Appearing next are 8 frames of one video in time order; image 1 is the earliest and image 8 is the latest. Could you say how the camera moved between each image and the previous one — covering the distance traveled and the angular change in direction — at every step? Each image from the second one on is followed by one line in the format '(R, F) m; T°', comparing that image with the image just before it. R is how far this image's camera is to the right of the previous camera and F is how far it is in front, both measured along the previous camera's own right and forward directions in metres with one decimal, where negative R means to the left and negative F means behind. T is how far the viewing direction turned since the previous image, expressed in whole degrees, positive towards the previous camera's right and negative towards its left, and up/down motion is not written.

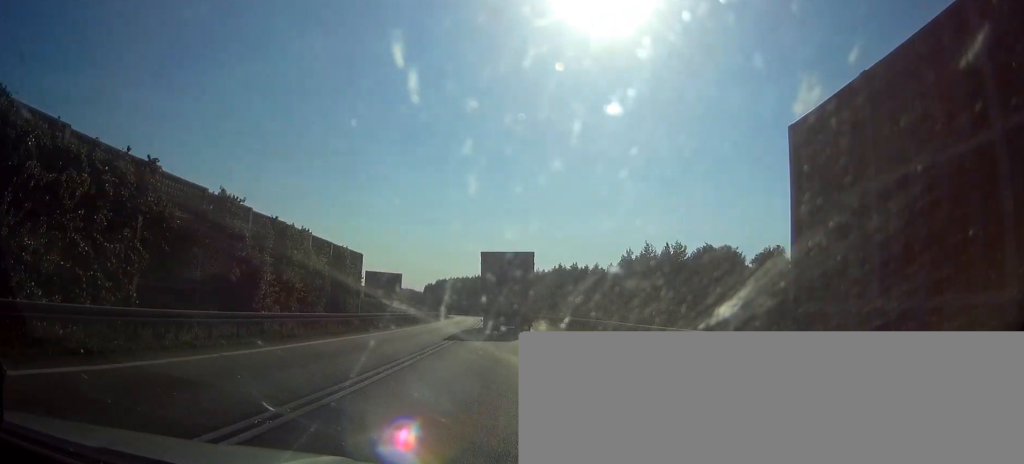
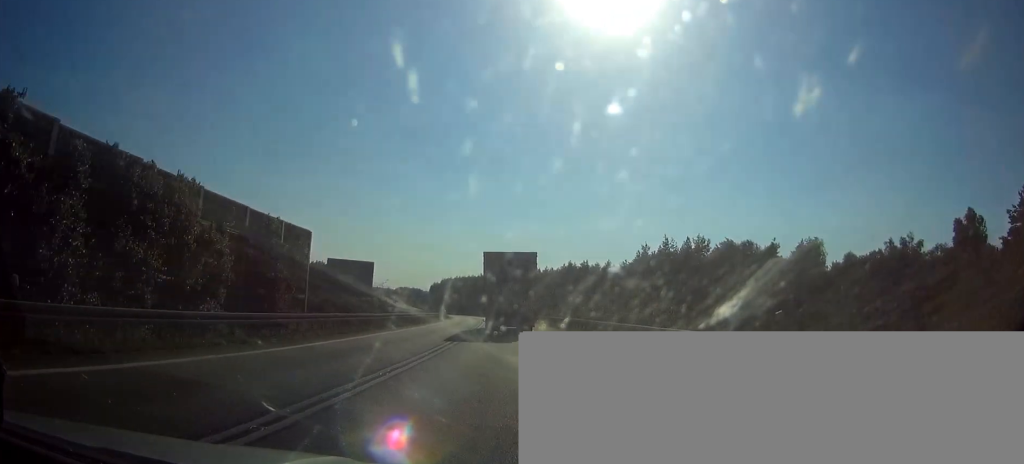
(-0.1, +12.7) m; 0°
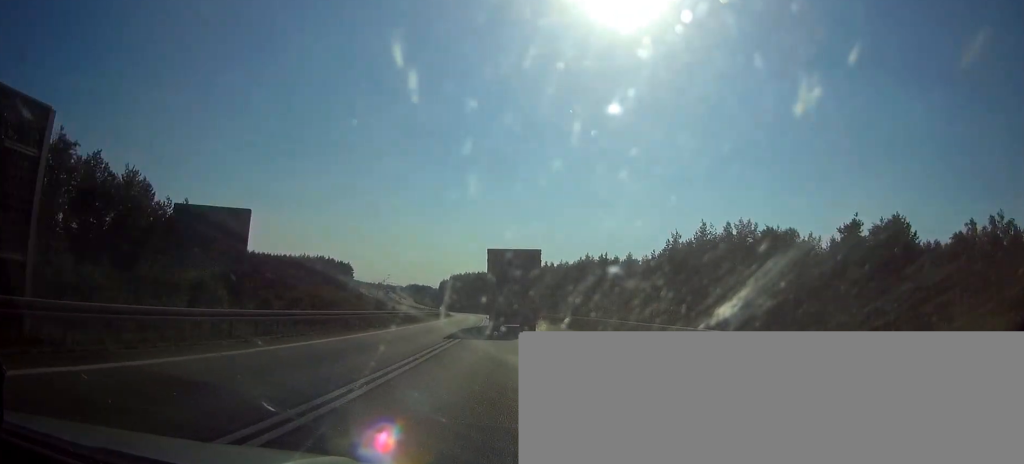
(-0.1, +20.7) m; -1°
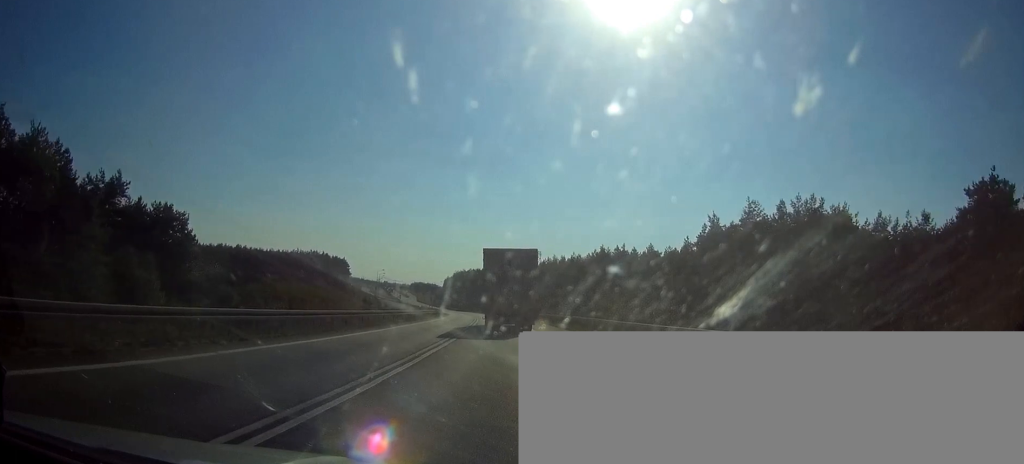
(0.0, +23.3) m; -1°
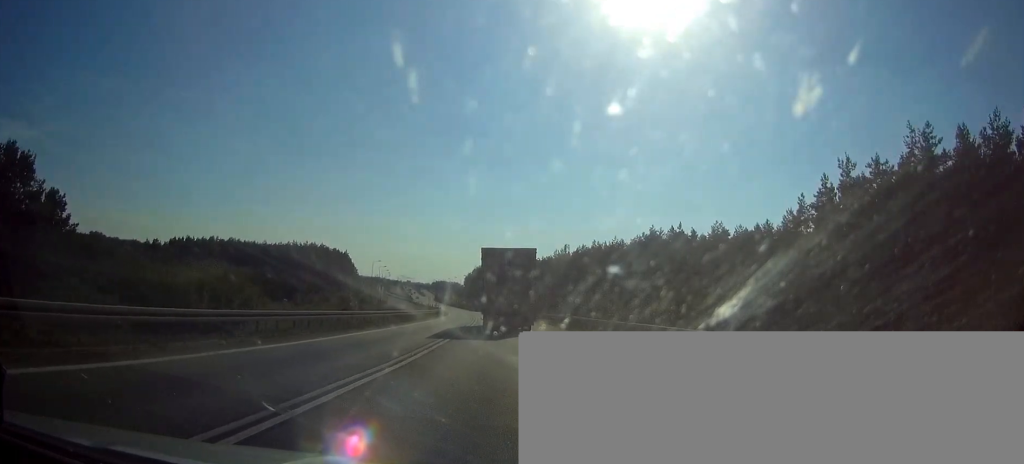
(-0.9, +42.7) m; -3°
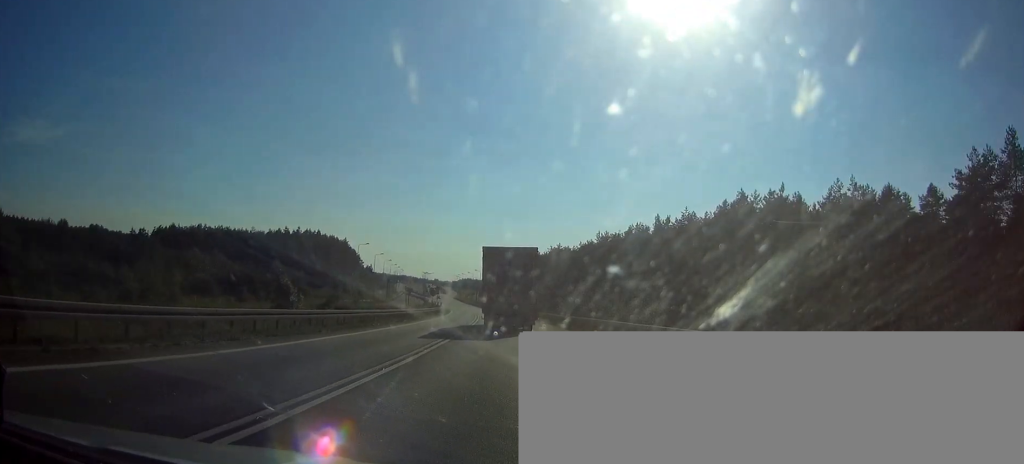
(-0.9, +46.7) m; -2°
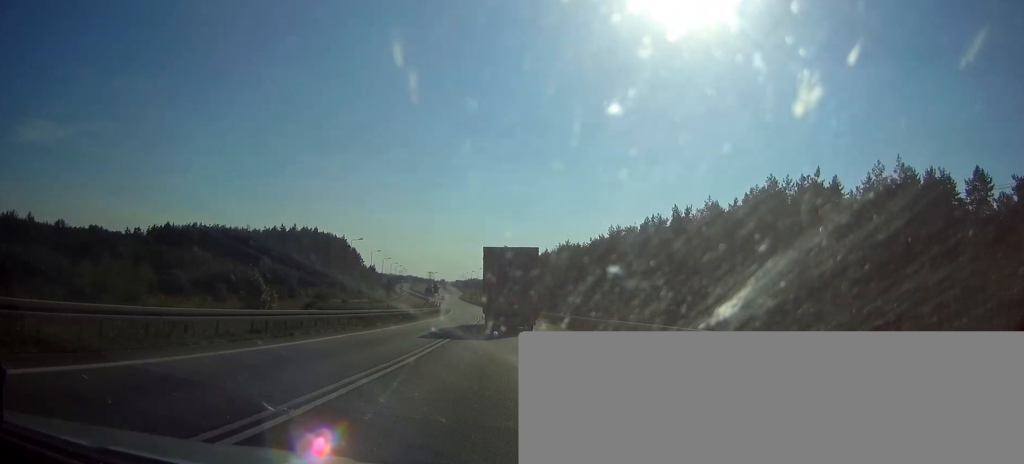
(-0.1, +11.2) m; 0°
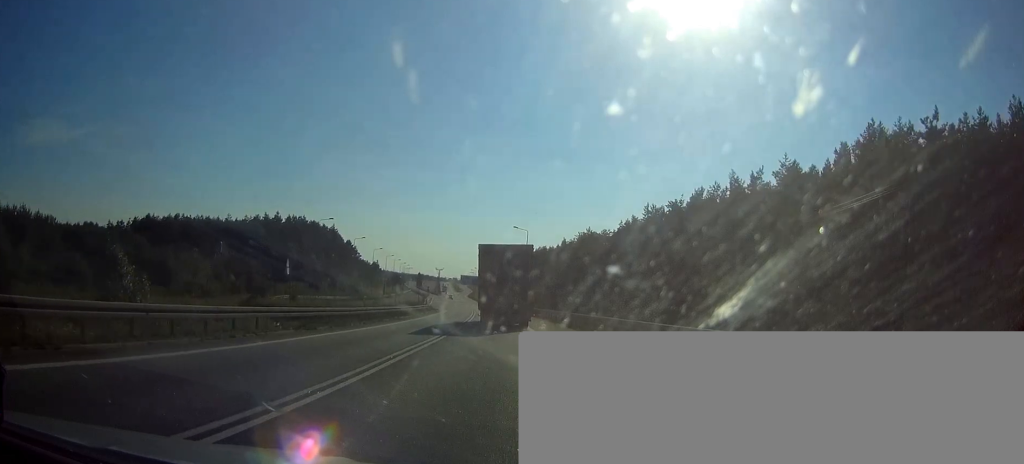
(-0.3, +28.9) m; -1°
